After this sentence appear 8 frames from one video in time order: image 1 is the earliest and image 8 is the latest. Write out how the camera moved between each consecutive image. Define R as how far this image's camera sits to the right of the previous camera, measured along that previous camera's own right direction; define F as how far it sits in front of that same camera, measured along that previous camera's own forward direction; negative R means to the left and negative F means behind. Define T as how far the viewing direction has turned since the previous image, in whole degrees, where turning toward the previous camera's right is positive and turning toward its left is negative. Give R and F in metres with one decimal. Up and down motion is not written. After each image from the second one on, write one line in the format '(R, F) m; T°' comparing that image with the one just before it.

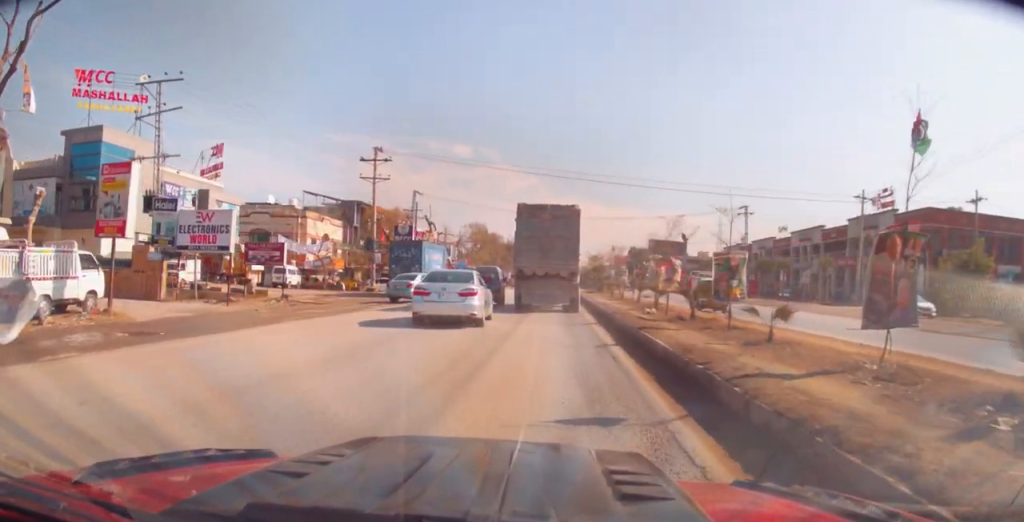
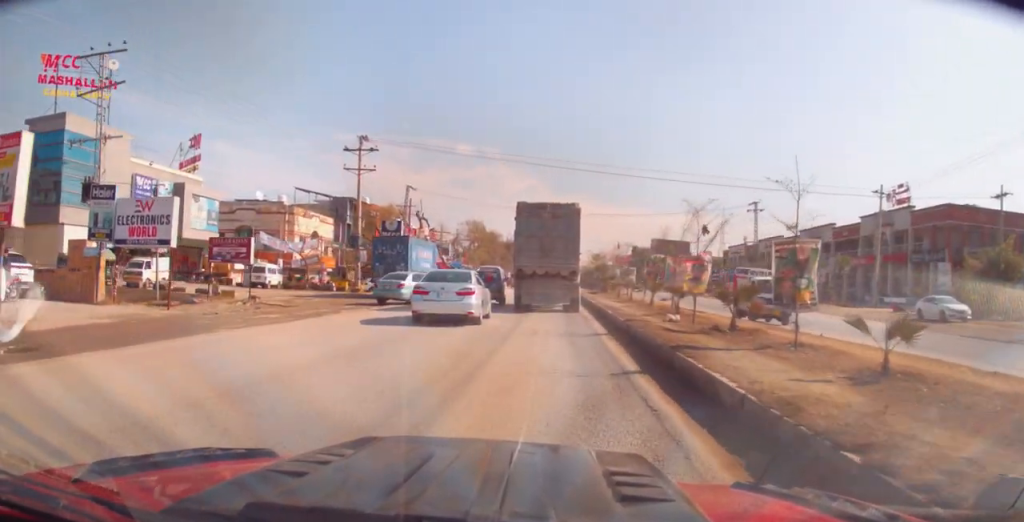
(-0.2, +3.6) m; -2°
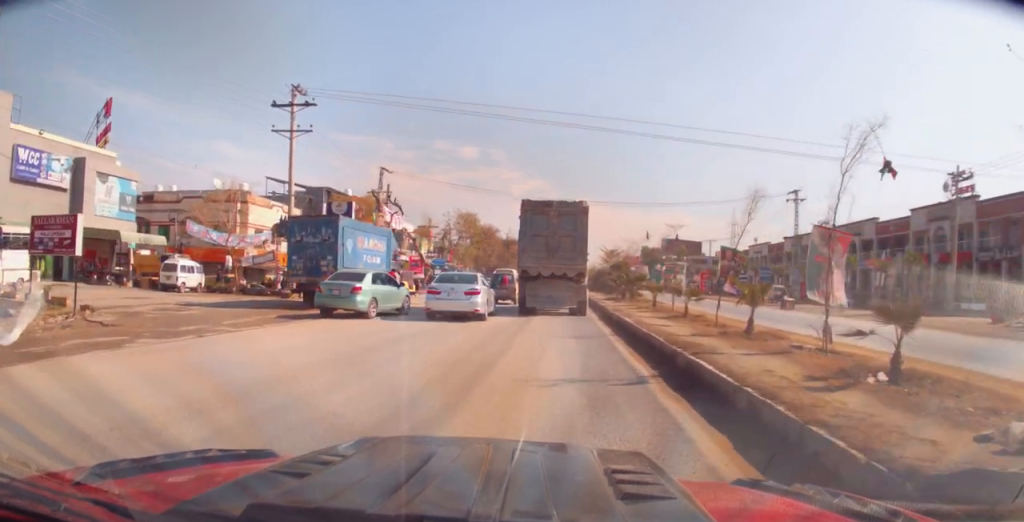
(+0.5, +12.2) m; +3°
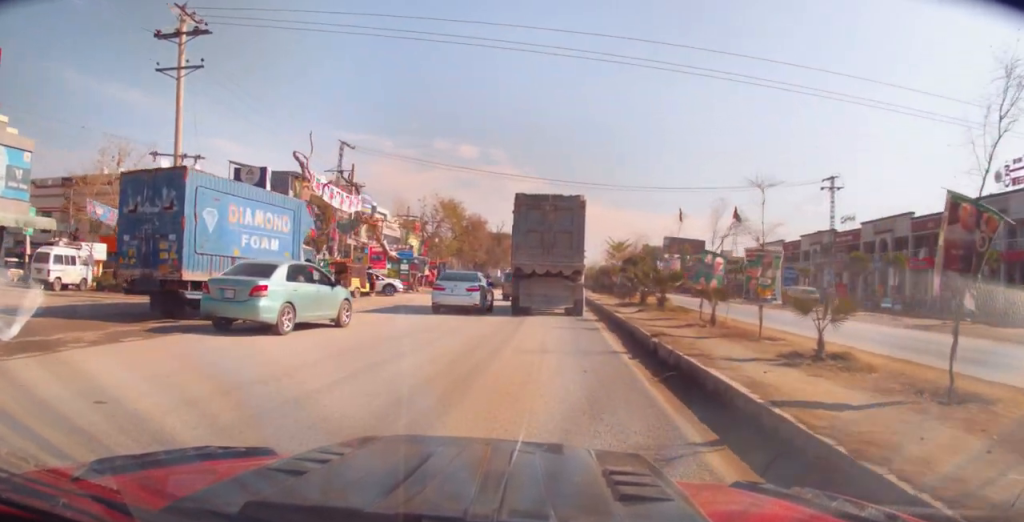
(0.0, +9.9) m; 0°
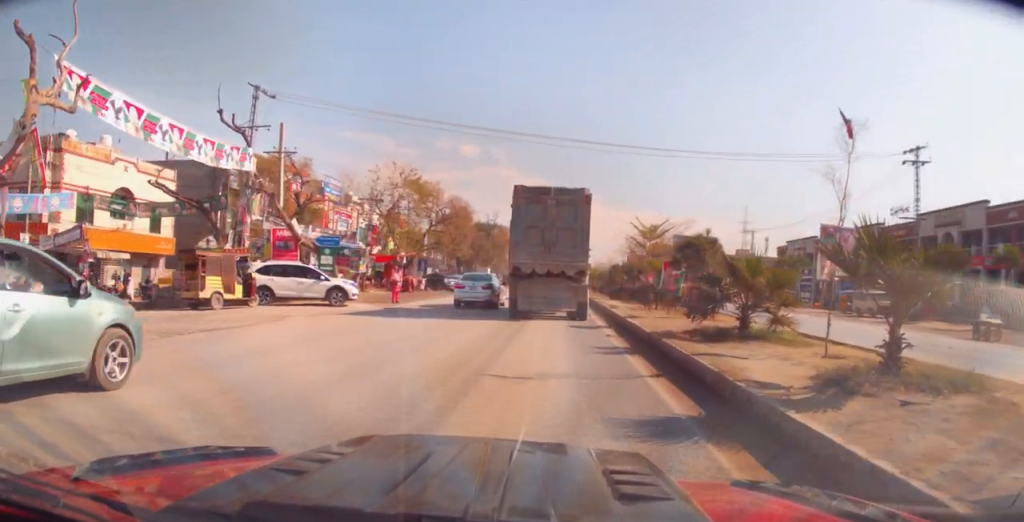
(0.0, +14.6) m; -1°
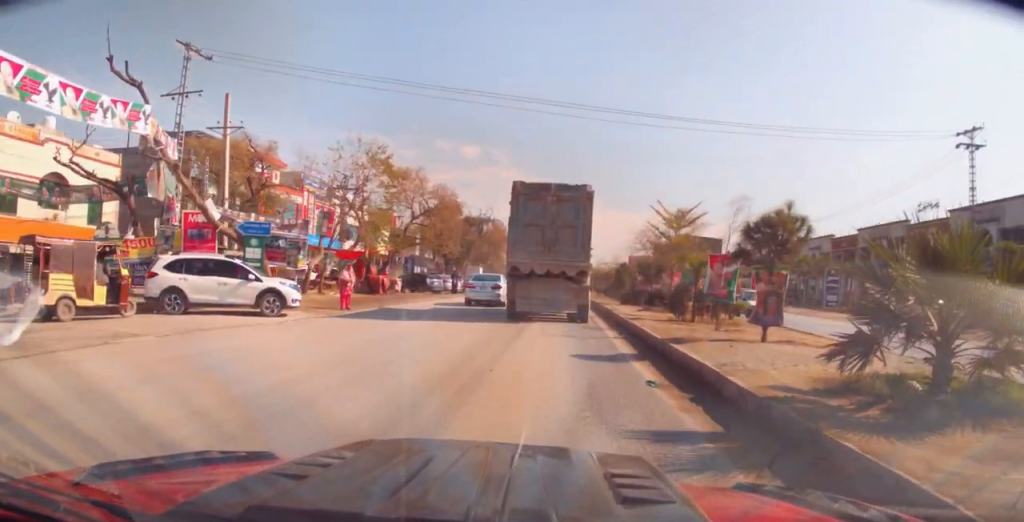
(-0.3, +6.8) m; +1°
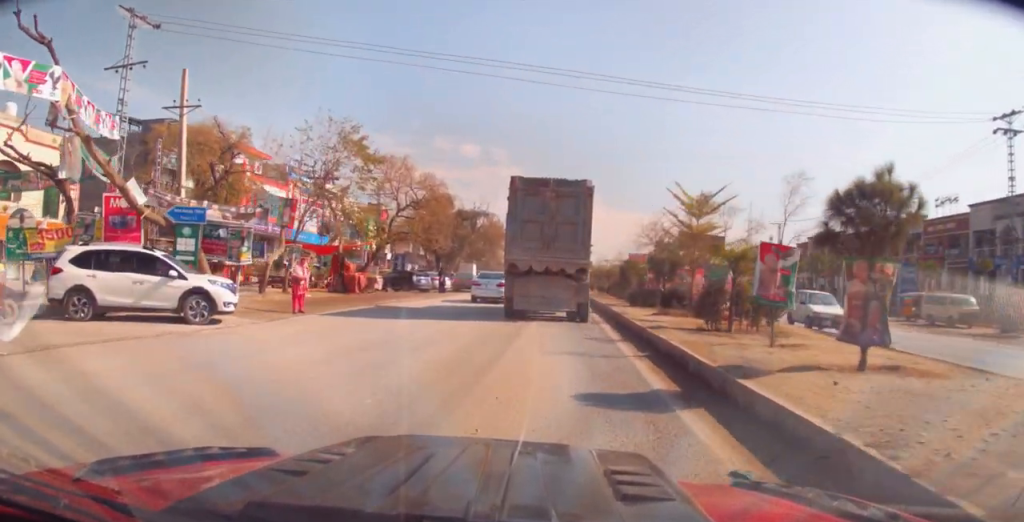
(+0.1, +3.8) m; 0°
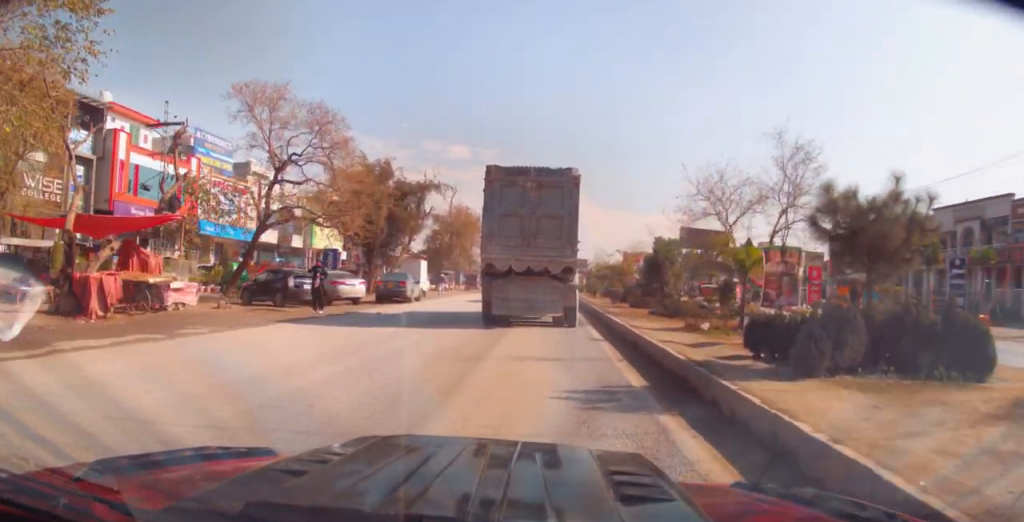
(-0.1, +18.1) m; -1°
